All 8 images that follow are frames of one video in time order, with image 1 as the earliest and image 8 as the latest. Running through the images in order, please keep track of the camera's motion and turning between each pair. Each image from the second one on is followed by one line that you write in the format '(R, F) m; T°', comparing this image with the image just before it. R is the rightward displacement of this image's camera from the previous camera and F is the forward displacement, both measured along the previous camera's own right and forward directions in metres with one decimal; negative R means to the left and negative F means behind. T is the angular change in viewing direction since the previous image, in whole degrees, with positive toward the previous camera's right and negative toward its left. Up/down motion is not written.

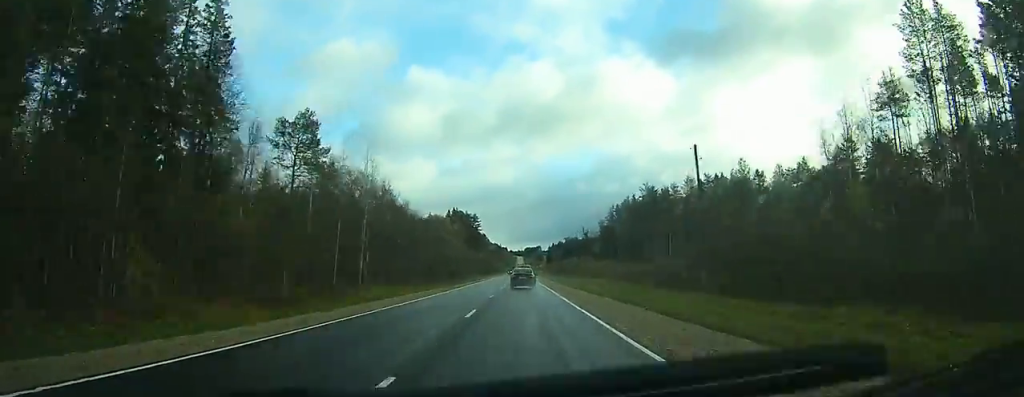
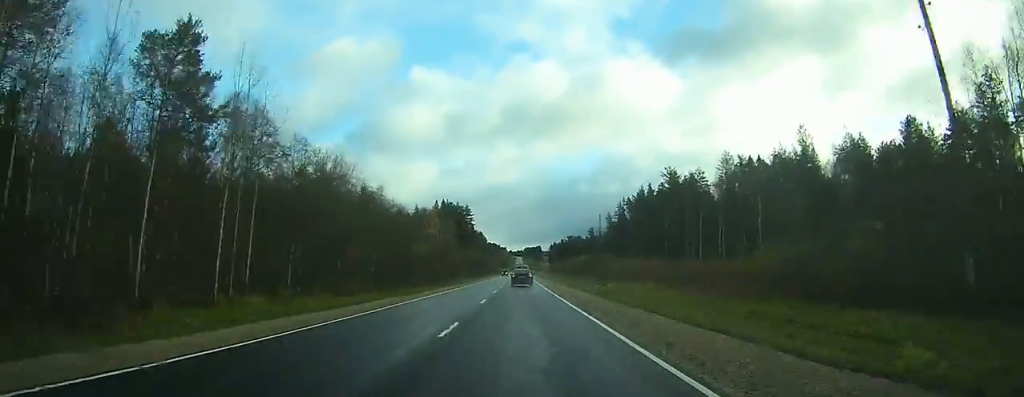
(+0.1, +28.8) m; 0°
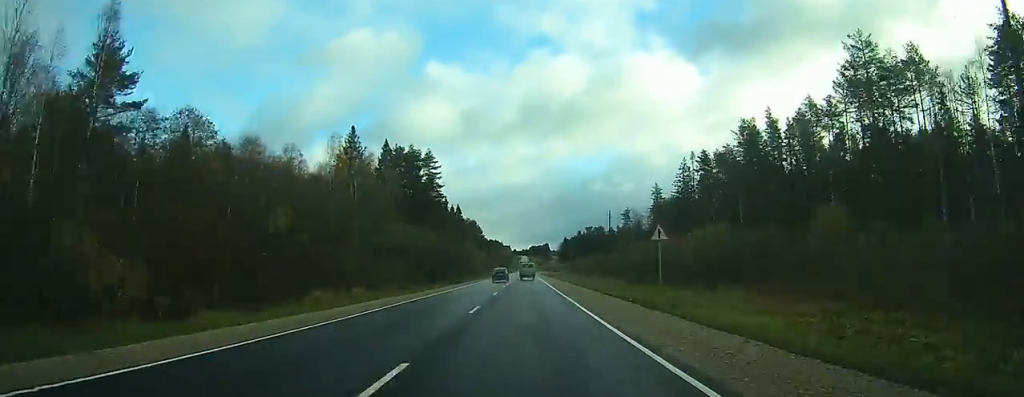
(+0.4, +89.4) m; 0°
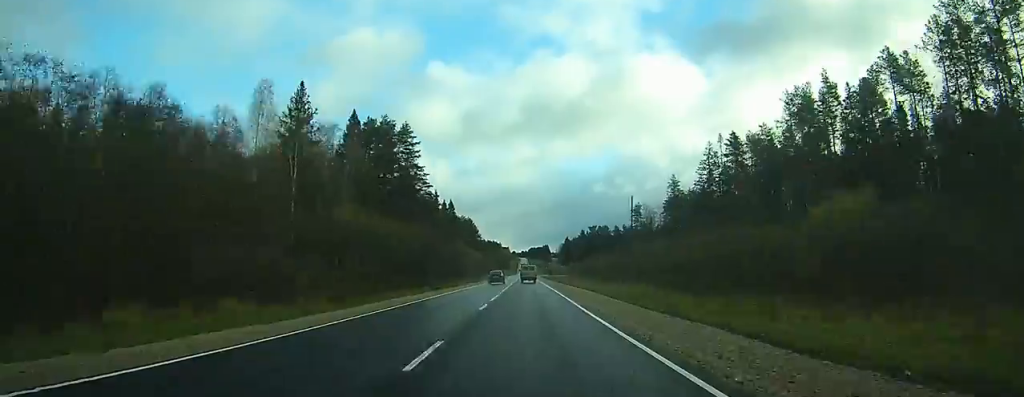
(-0.1, +20.8) m; 0°
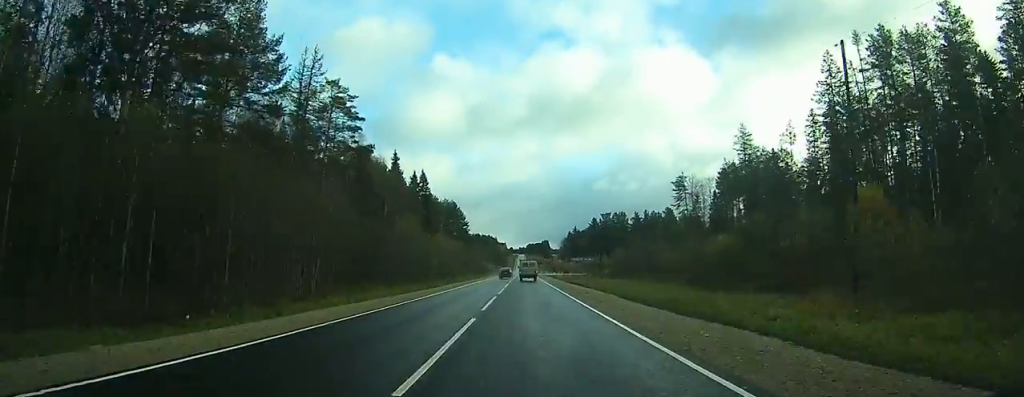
(-0.3, +54.2) m; 0°
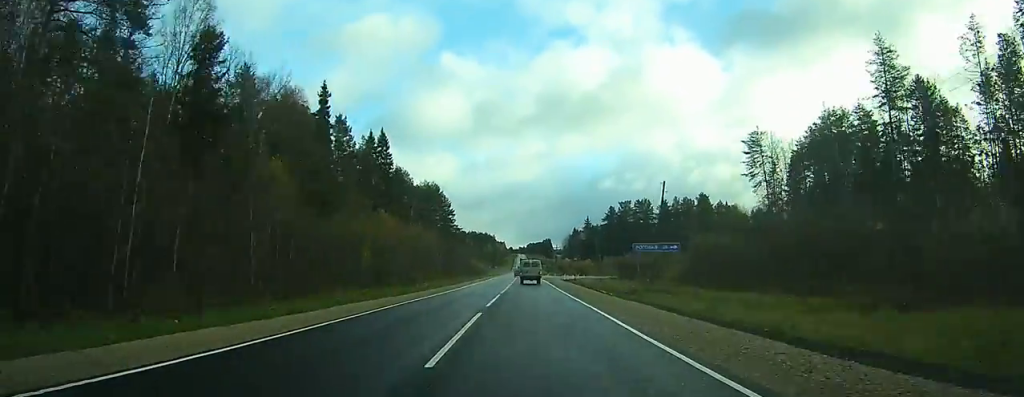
(0.0, +46.4) m; 0°
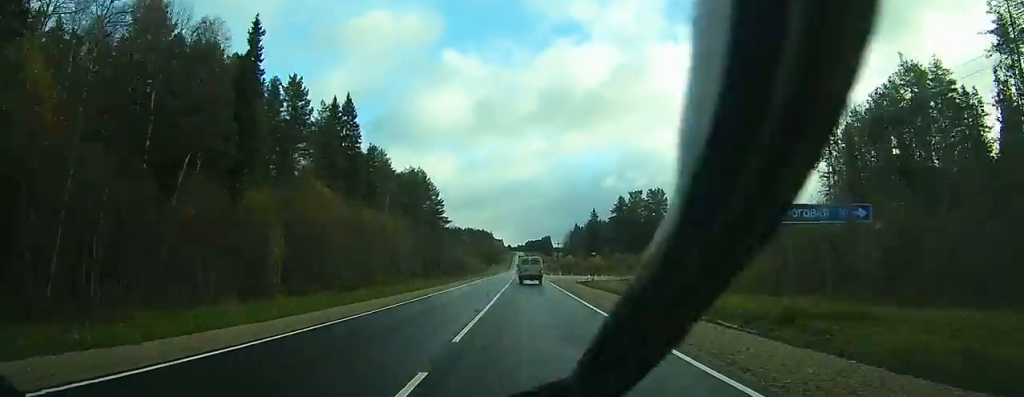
(0.0, +23.0) m; 0°
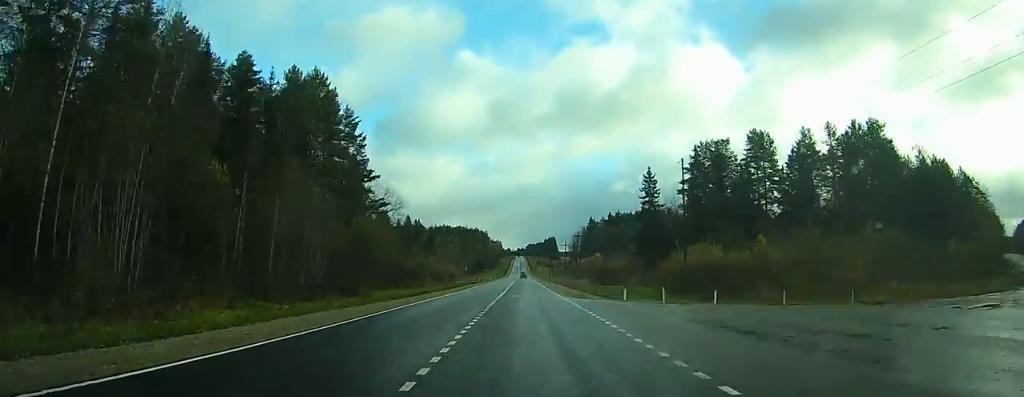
(+0.5, +83.9) m; 0°
